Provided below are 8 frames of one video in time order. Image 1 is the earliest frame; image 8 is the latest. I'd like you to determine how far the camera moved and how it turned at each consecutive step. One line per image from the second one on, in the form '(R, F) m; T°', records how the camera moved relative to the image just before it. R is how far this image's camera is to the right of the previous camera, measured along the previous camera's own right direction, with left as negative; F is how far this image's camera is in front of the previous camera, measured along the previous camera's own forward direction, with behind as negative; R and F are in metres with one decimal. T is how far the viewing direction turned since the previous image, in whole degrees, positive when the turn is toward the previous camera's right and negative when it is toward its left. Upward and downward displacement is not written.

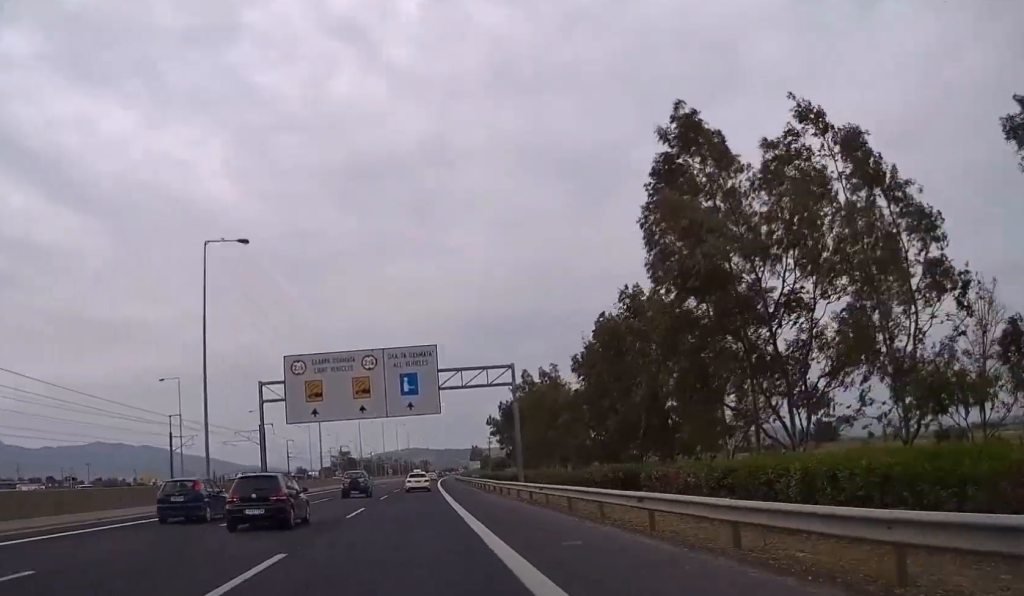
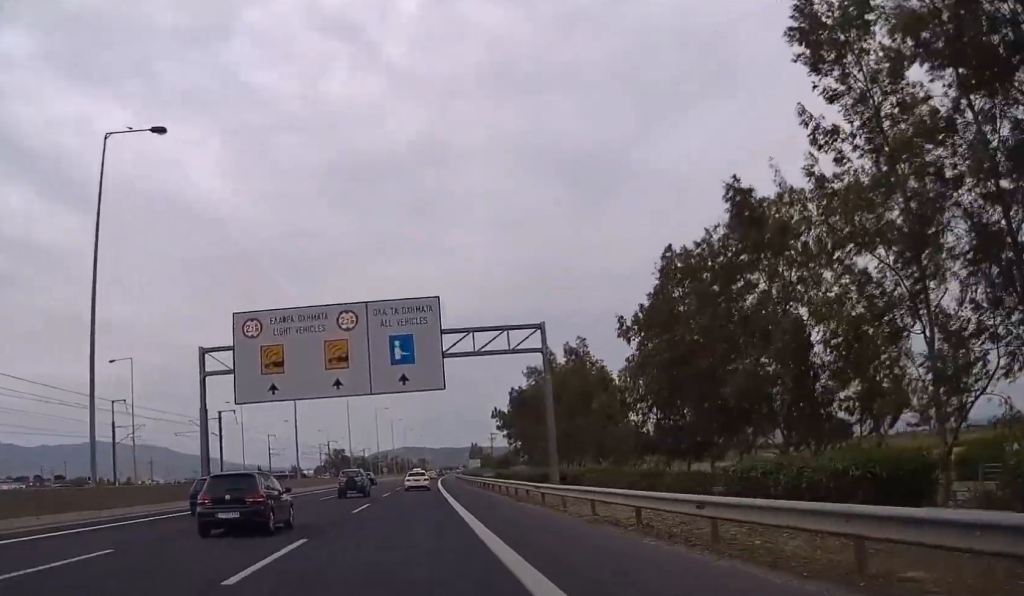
(-0.1, +15.6) m; 0°
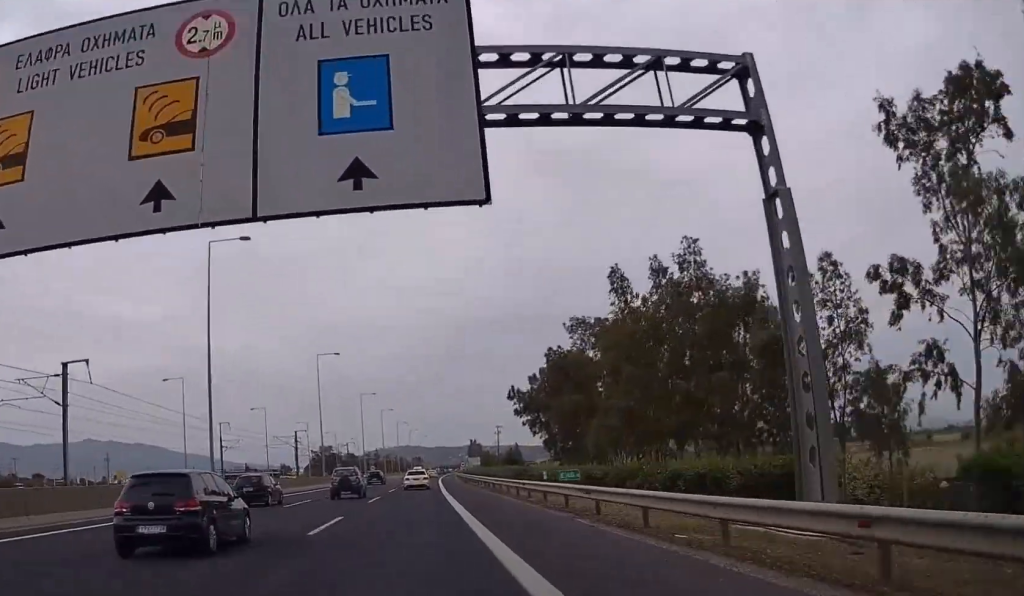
(+0.1, +28.0) m; 0°
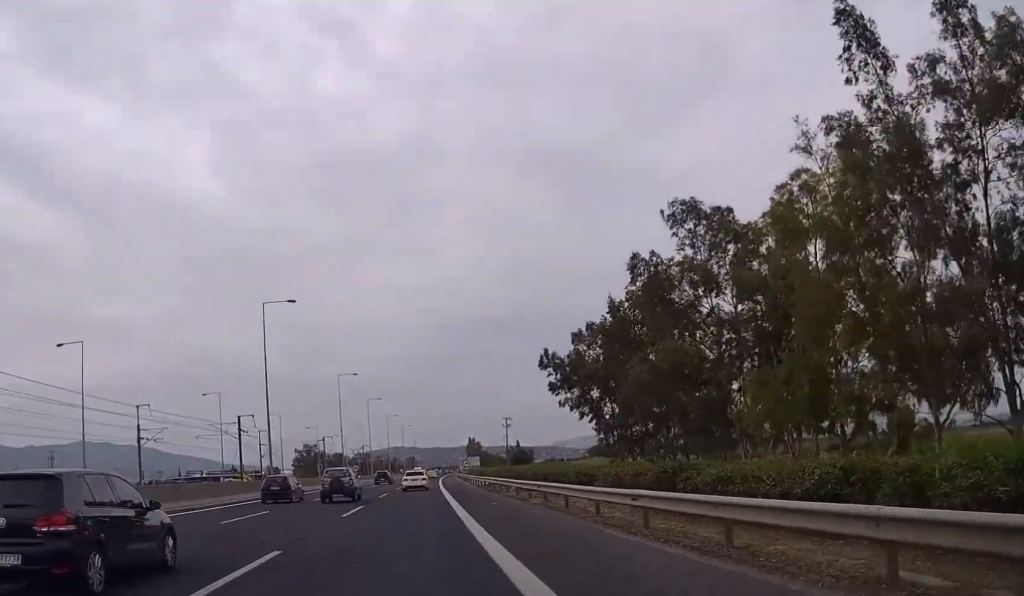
(+0.1, +28.2) m; +1°
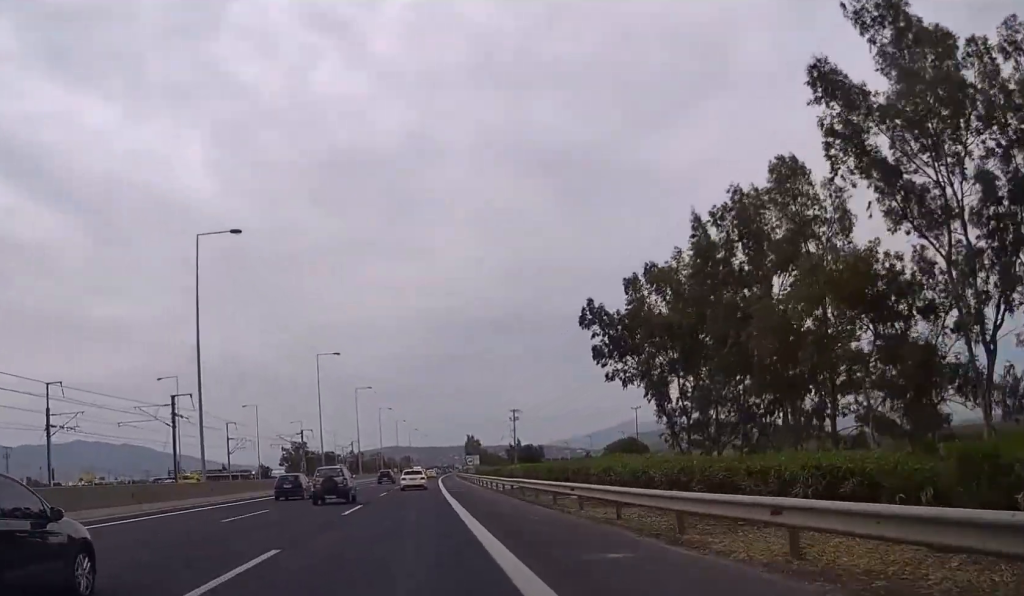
(+0.1, +17.7) m; 0°
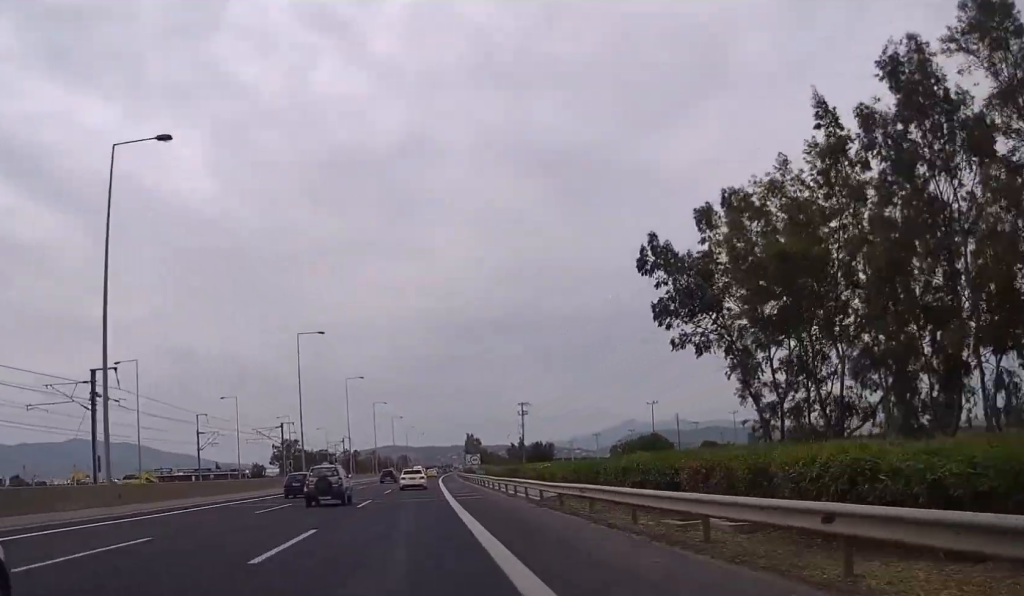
(0.0, +13.2) m; 0°
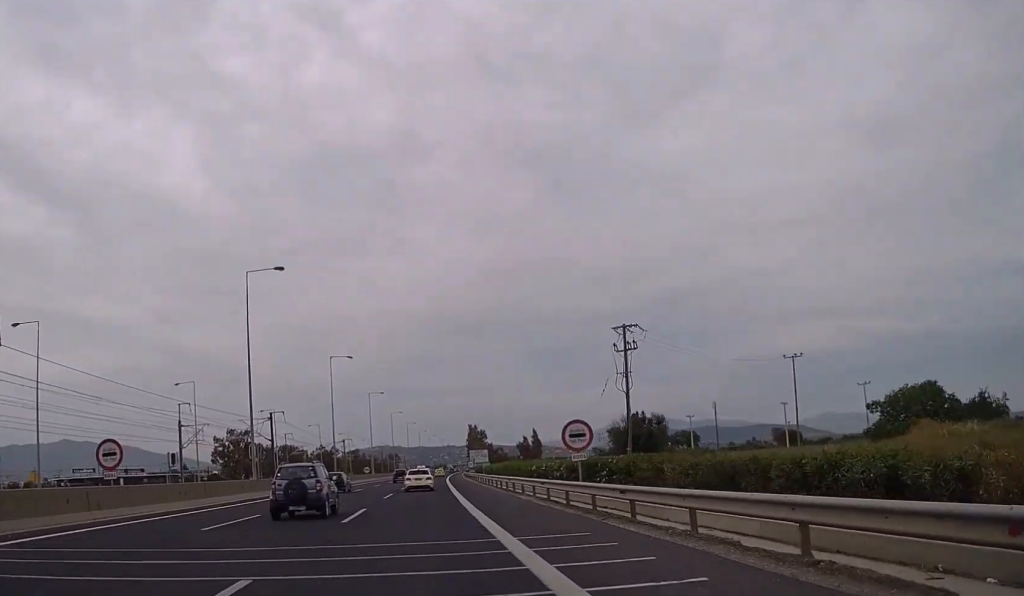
(0.0, +62.5) m; 0°
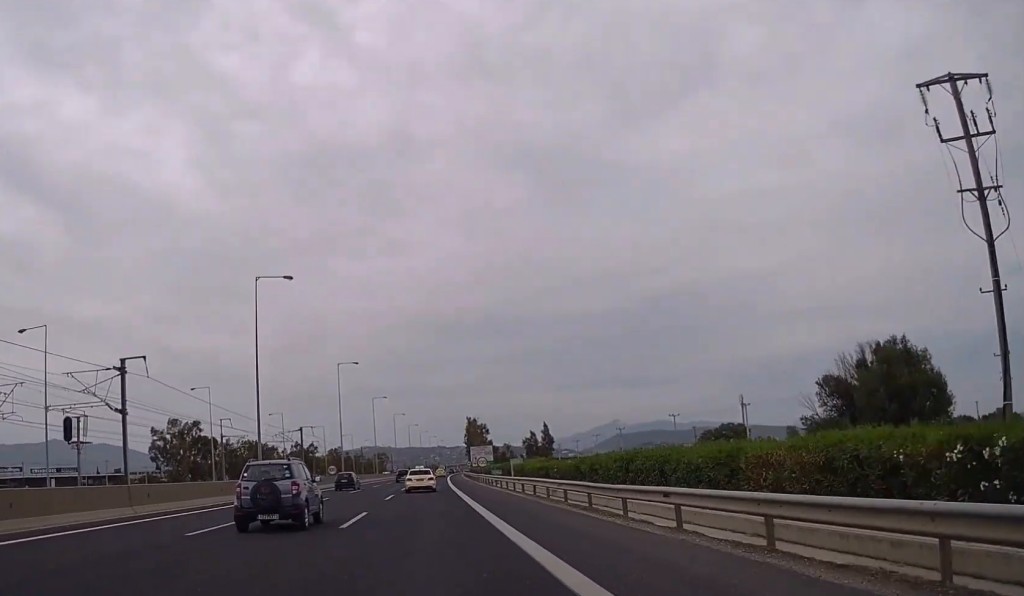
(+0.5, +38.7) m; +1°
